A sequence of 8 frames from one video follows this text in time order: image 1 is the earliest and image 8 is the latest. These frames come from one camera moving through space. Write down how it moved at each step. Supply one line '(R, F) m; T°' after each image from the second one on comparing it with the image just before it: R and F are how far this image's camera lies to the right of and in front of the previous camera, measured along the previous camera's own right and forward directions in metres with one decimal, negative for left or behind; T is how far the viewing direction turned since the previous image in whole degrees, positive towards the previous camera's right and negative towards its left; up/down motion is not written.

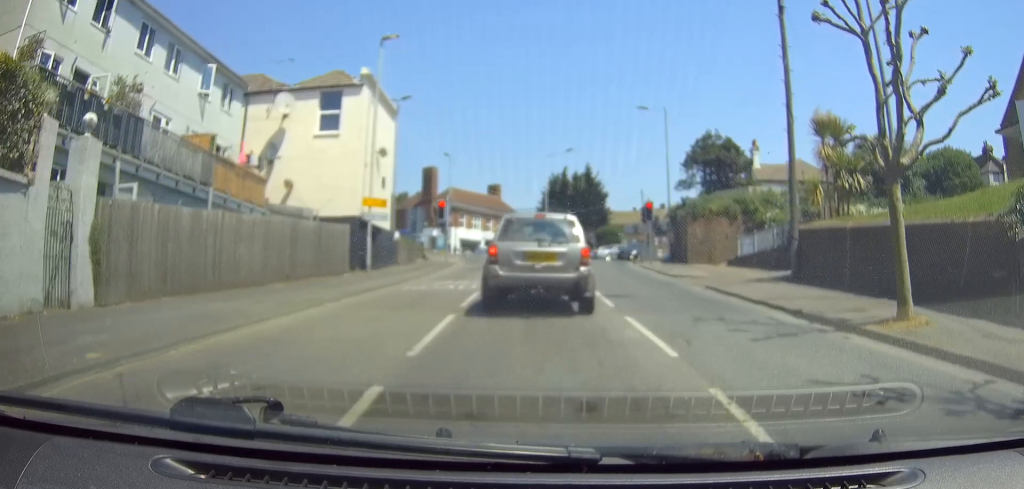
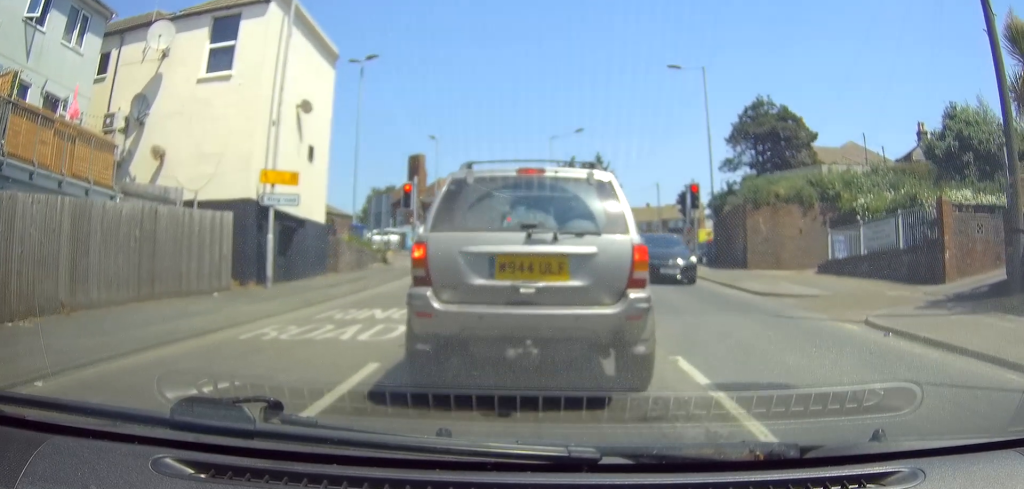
(-0.2, +8.1) m; 0°
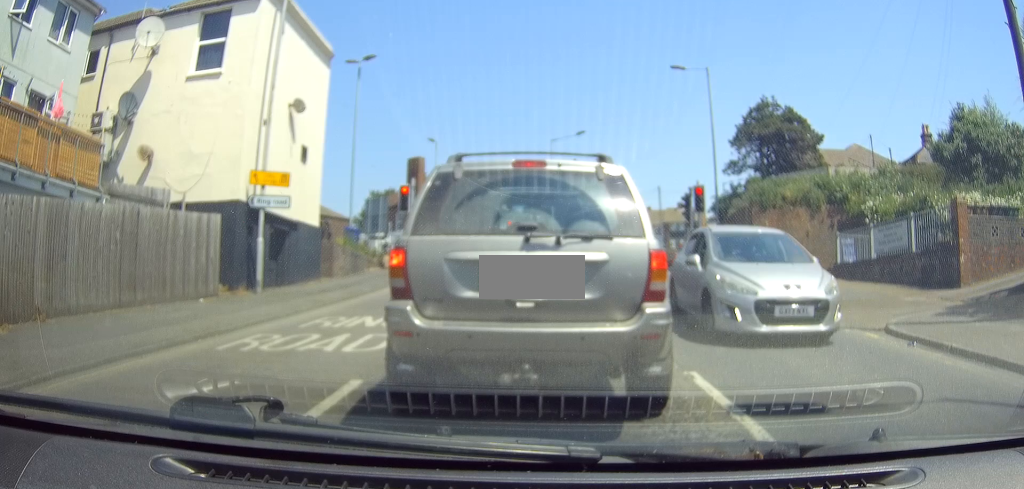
(+0.3, +0.3) m; 0°
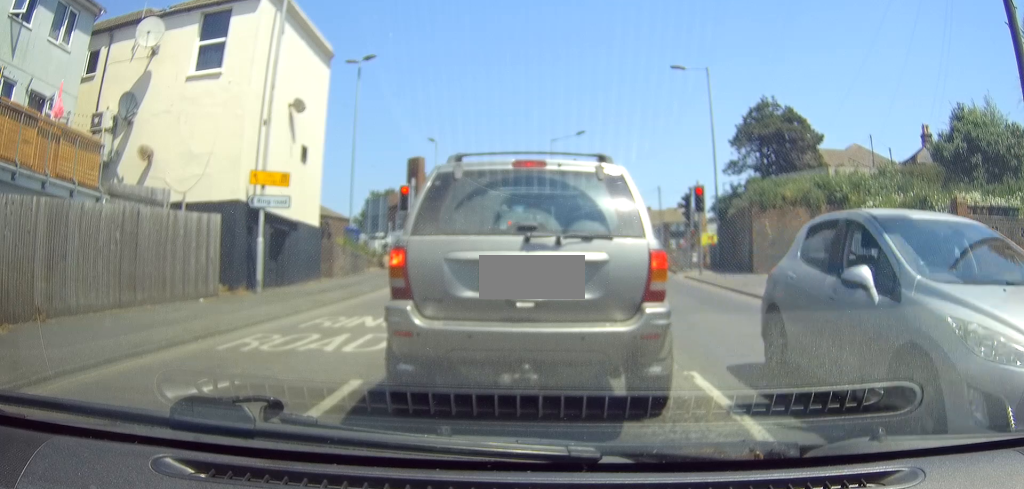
(0.0, 0.0) m; 0°
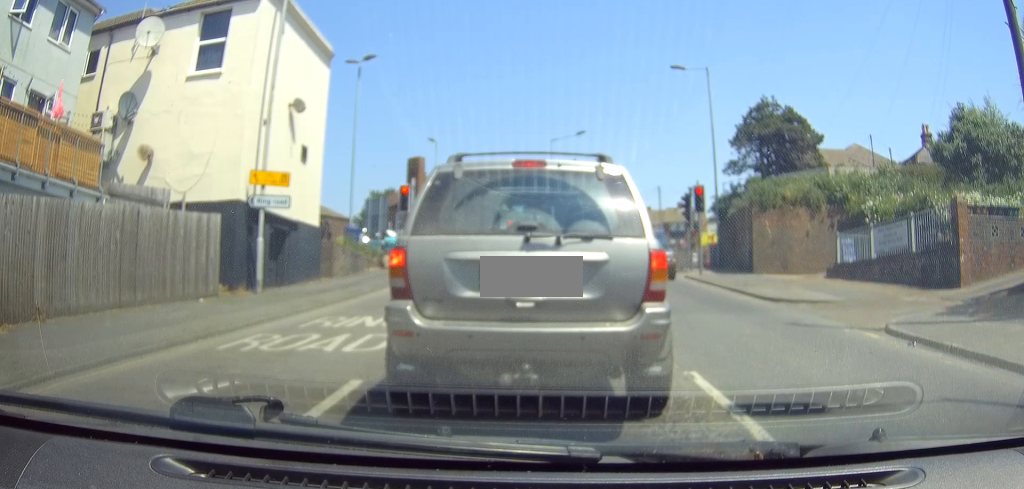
(0.0, 0.0) m; 0°
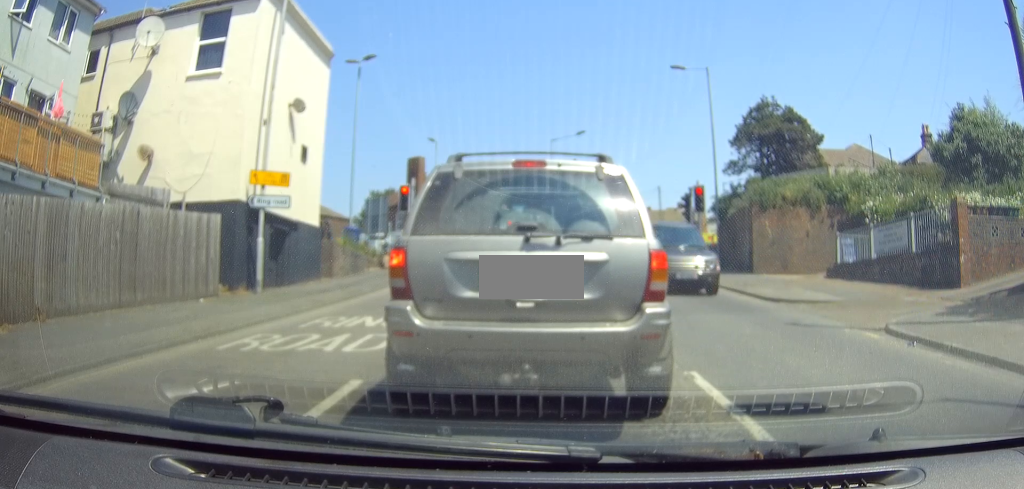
(0.0, 0.0) m; 0°
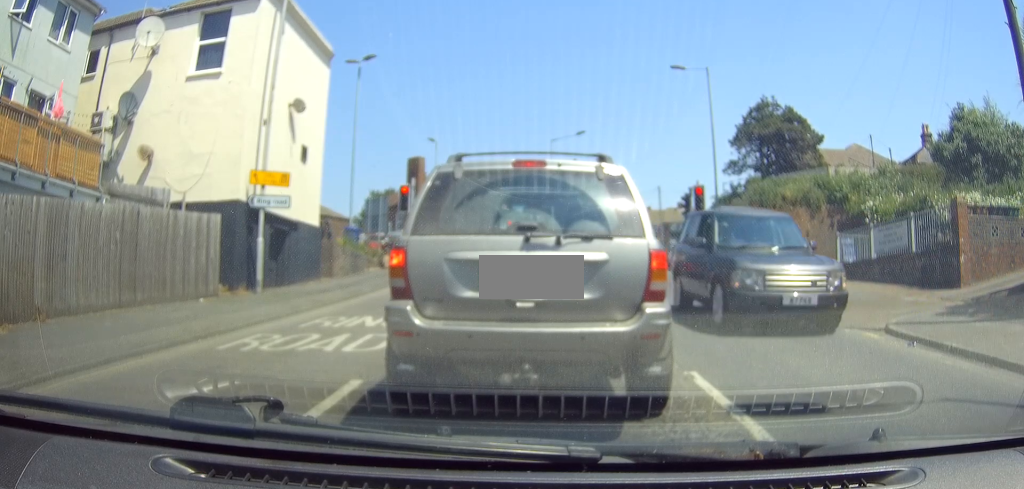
(0.0, 0.0) m; 0°
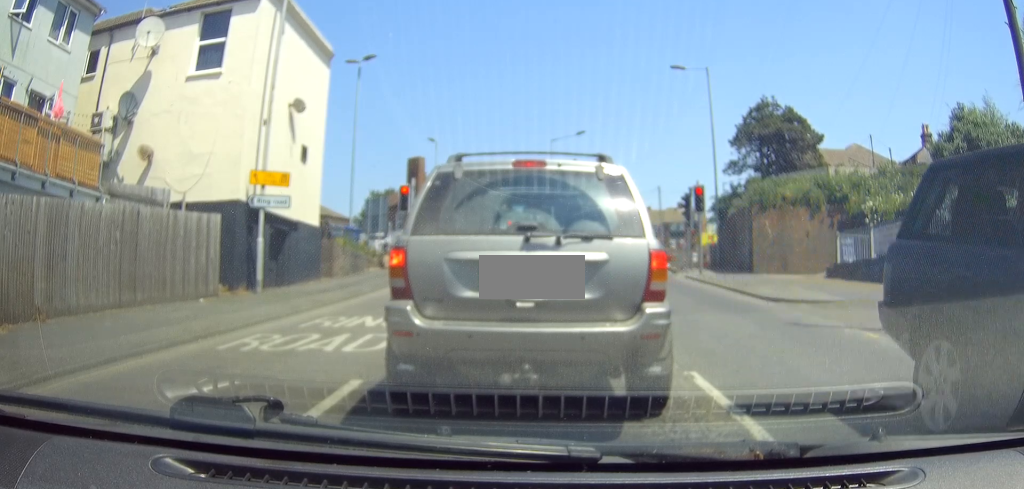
(0.0, 0.0) m; 0°
